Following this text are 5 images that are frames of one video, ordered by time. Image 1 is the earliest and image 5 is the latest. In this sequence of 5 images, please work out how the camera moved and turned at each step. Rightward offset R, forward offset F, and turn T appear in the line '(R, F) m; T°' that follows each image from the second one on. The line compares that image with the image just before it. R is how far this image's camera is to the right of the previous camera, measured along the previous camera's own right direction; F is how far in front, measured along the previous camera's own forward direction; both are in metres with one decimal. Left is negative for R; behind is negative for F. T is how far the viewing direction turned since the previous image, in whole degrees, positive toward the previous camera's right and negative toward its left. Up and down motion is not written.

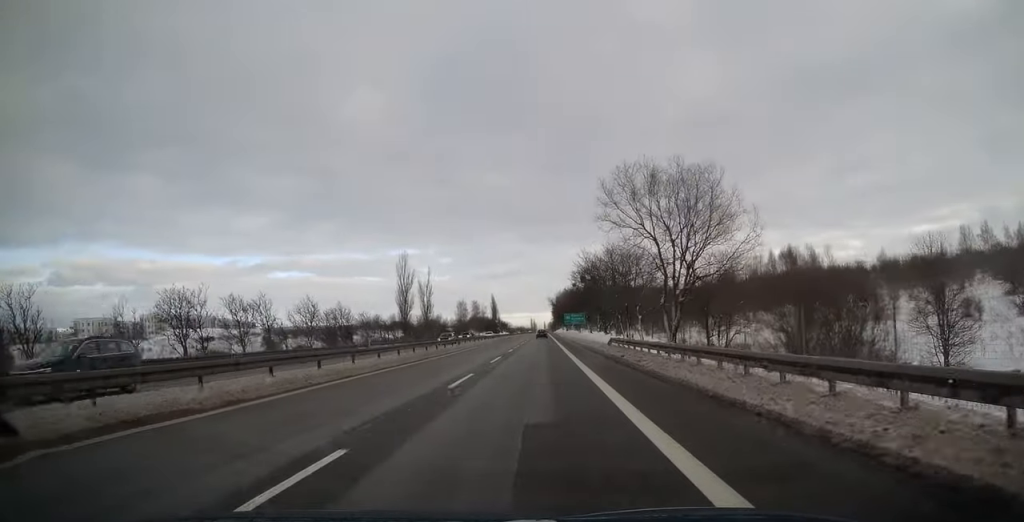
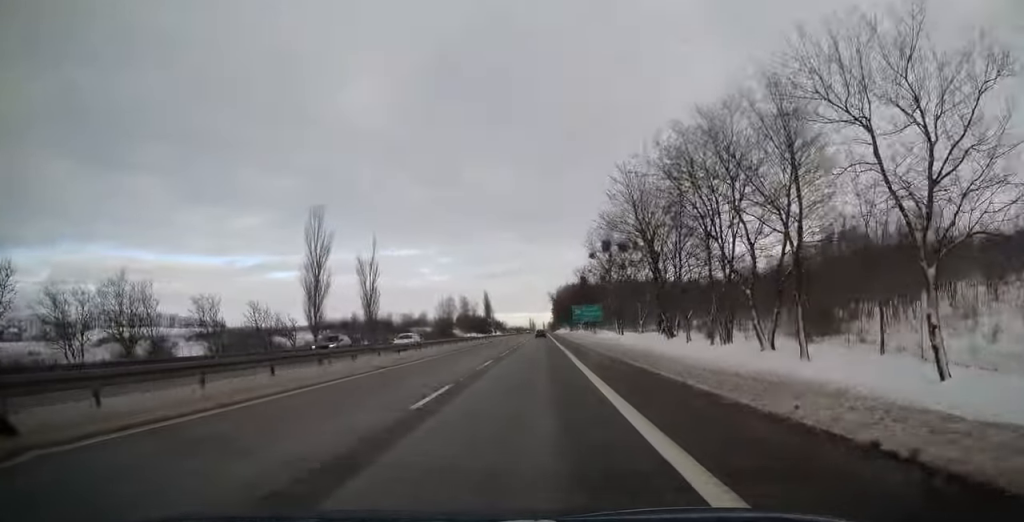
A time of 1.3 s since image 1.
(+0.2, +39.3) m; 0°
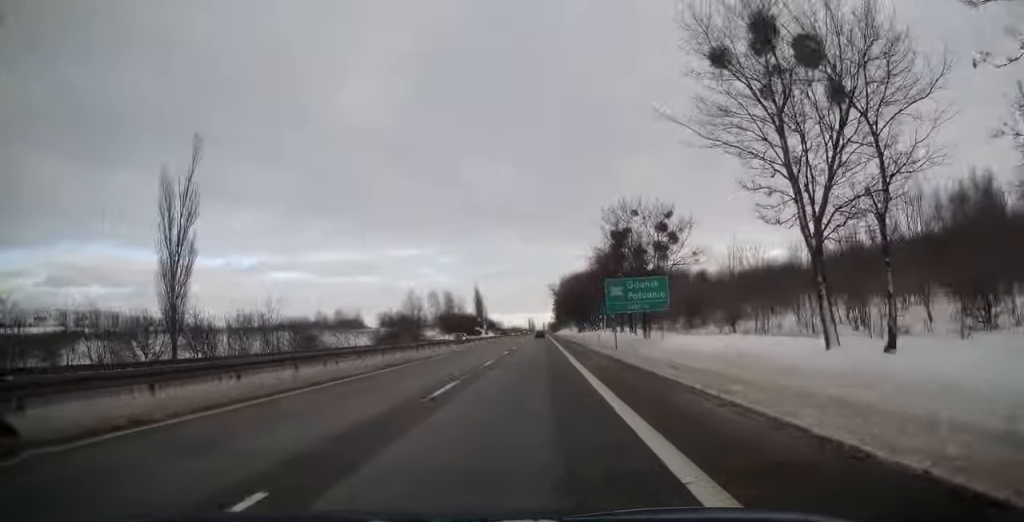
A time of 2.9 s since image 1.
(-0.1, +45.9) m; 0°
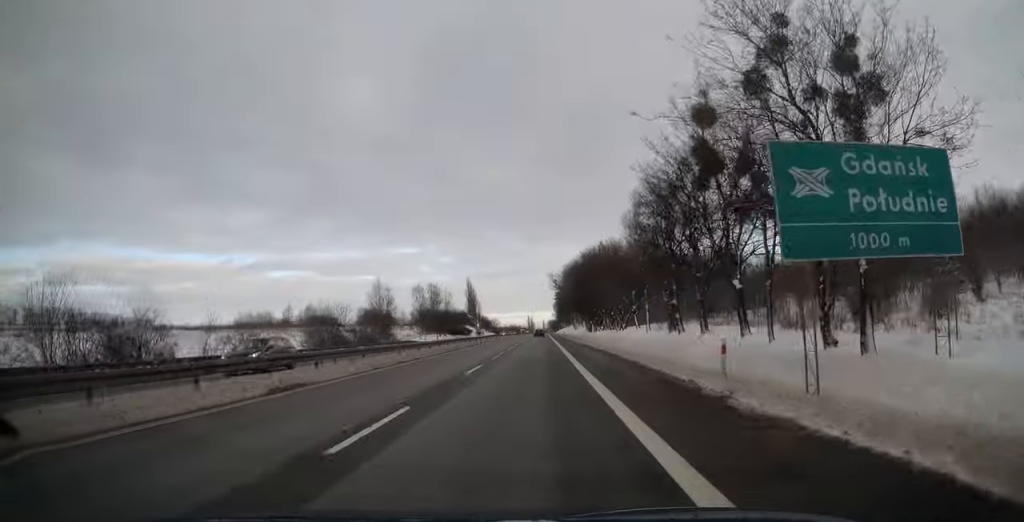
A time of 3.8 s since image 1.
(0.0, +29.9) m; 0°
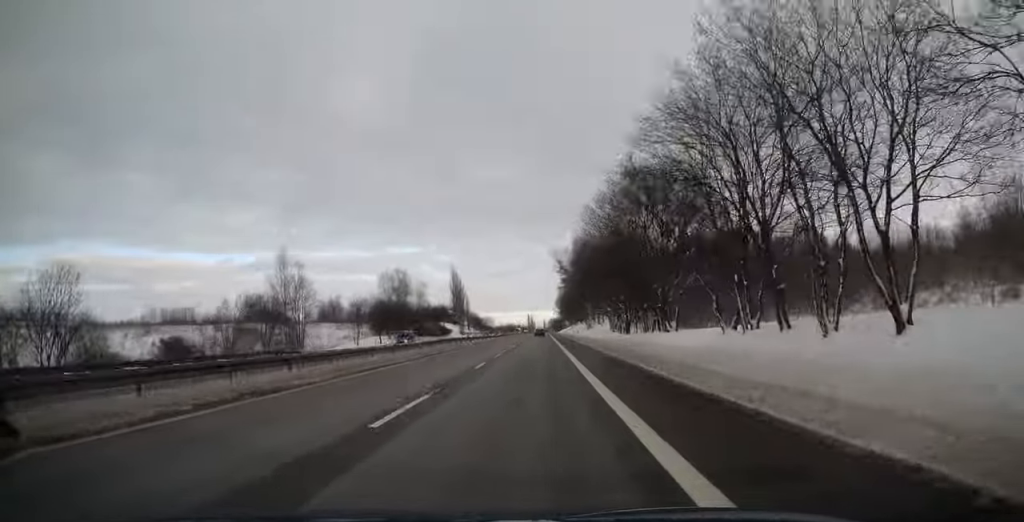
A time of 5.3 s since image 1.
(-0.2, +45.9) m; -1°
